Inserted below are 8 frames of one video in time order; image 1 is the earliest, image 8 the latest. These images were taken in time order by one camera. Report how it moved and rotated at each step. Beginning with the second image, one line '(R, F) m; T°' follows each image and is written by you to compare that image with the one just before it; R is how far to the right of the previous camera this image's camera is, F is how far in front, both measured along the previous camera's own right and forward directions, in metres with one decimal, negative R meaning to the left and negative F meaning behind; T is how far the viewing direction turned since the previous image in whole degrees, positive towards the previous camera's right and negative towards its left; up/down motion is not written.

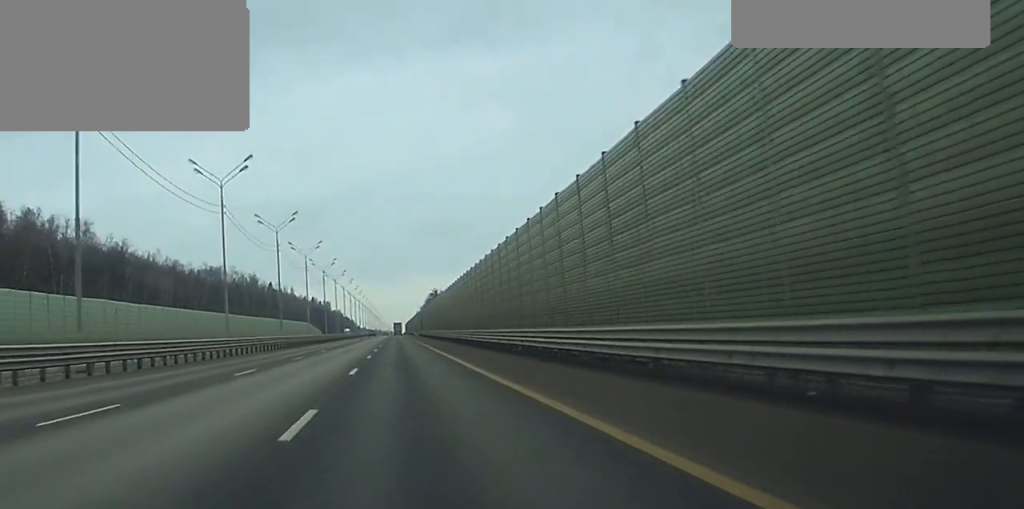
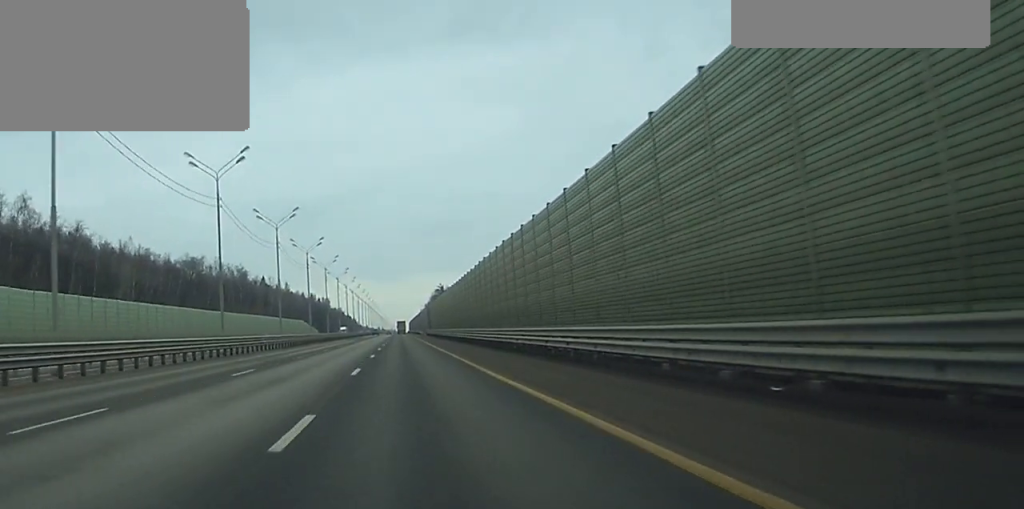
(0.0, +32.8) m; 0°
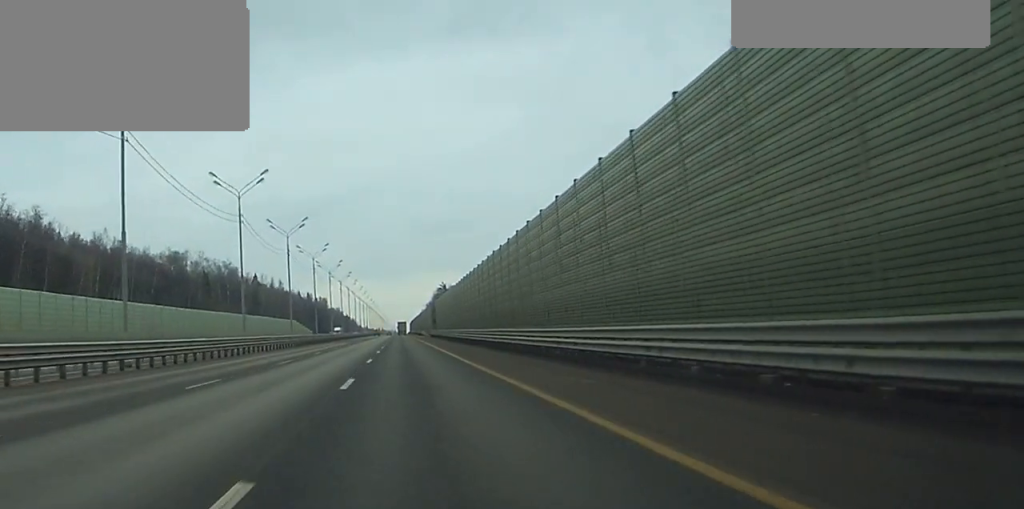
(-0.1, +21.9) m; 0°
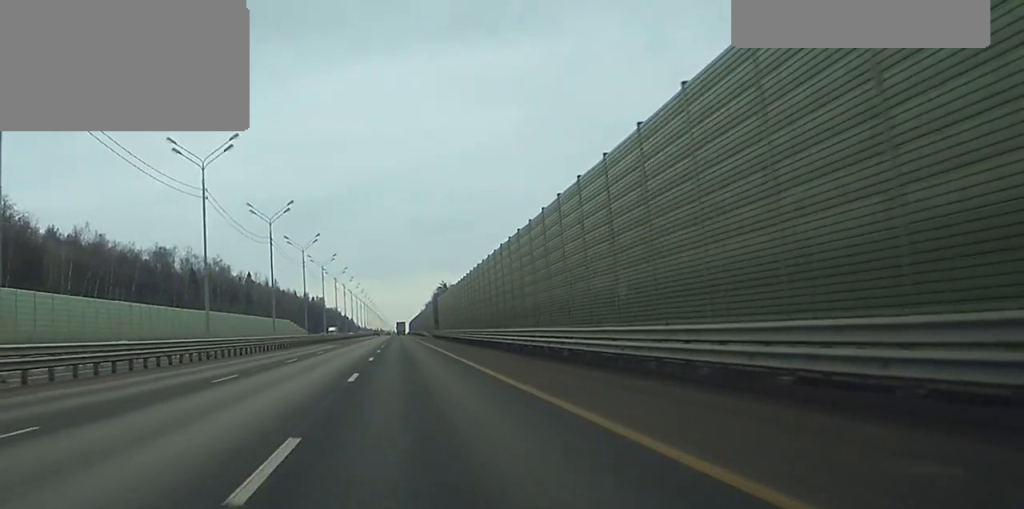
(0.0, +12.8) m; 0°
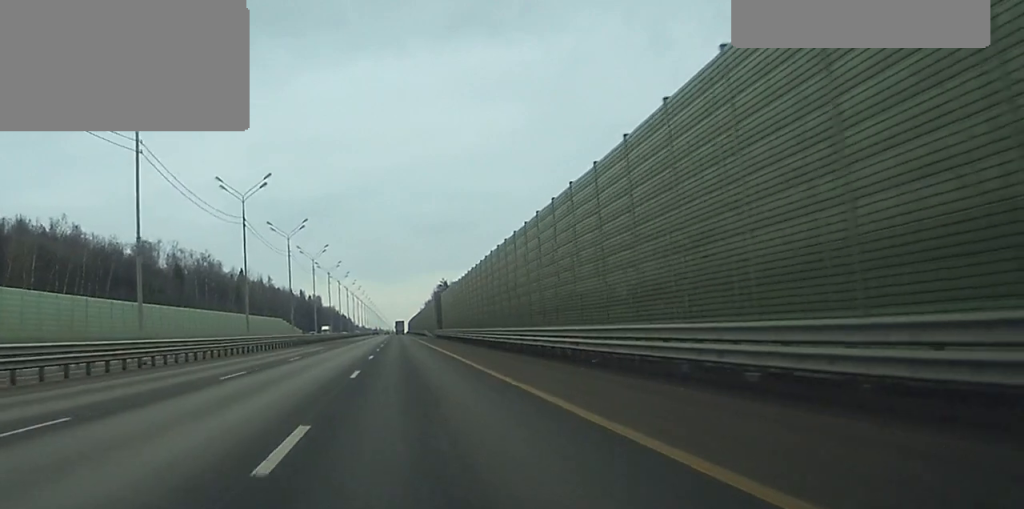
(0.0, +14.6) m; 0°
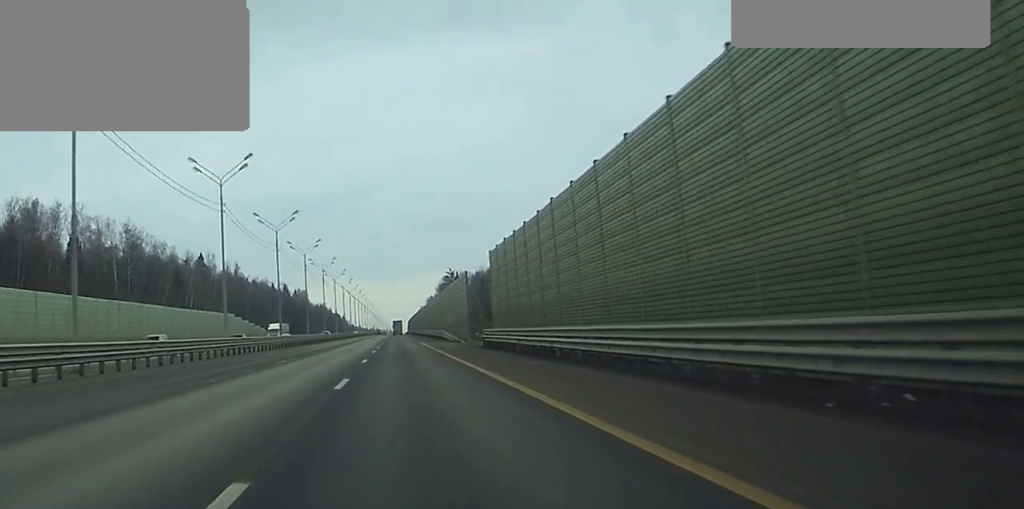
(0.0, +67.6) m; 0°
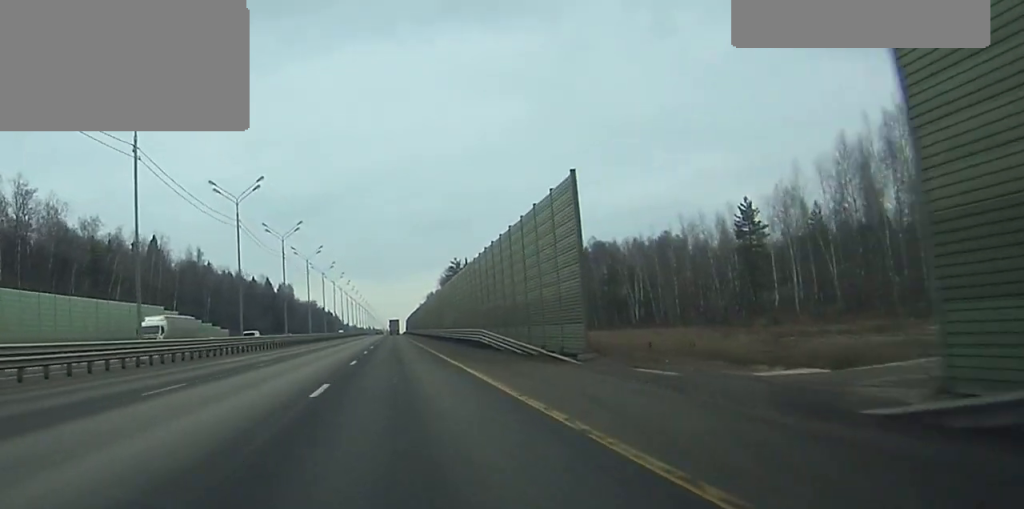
(+0.2, +49.4) m; 0°
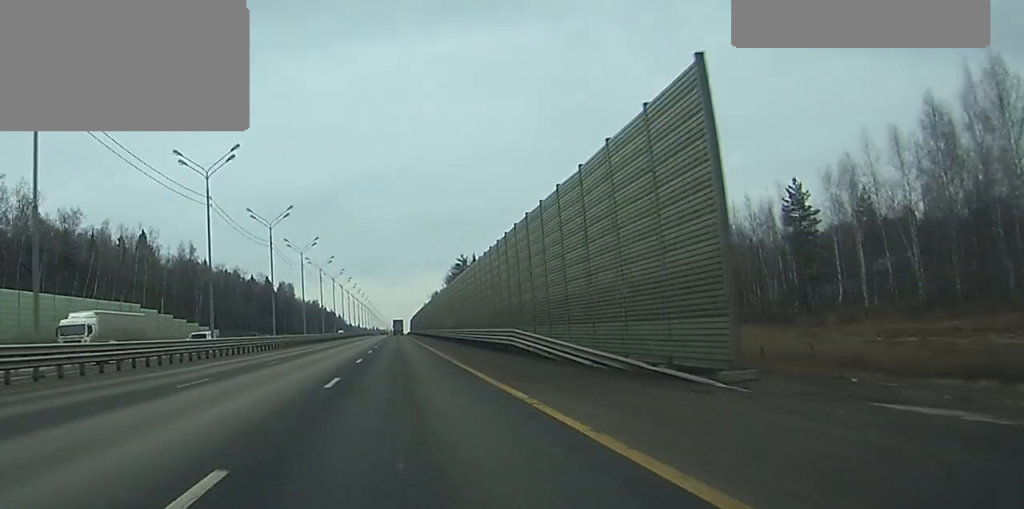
(0.0, +12.8) m; 0°
